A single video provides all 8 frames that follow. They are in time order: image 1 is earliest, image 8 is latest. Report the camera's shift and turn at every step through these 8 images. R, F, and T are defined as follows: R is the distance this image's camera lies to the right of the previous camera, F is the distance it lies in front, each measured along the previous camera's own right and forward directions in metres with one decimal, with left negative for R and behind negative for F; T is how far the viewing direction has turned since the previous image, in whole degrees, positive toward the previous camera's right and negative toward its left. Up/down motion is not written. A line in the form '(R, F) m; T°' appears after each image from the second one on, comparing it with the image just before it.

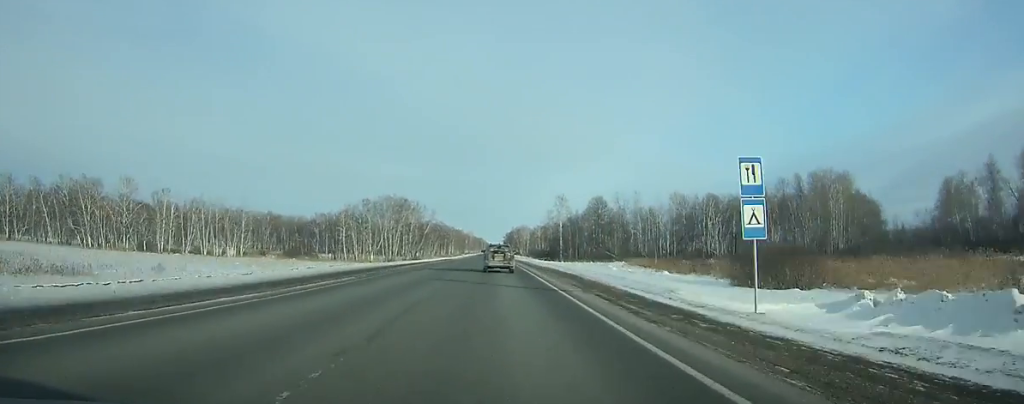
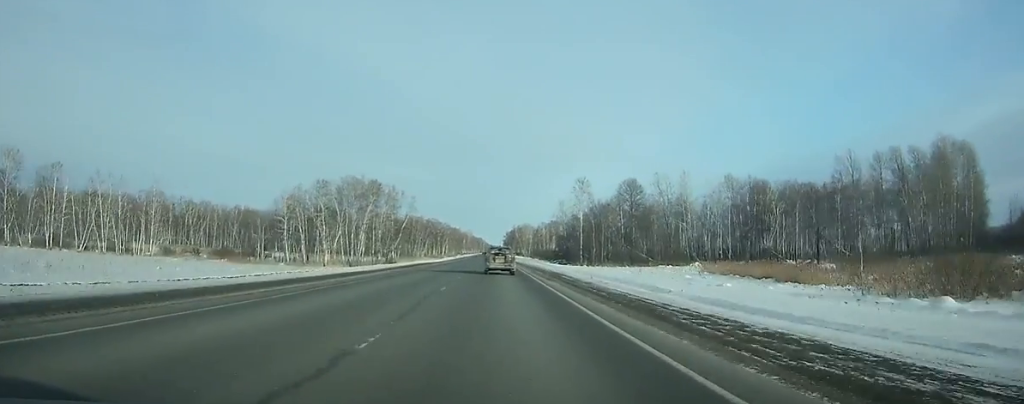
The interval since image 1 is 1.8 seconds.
(0.0, +44.1) m; 0°
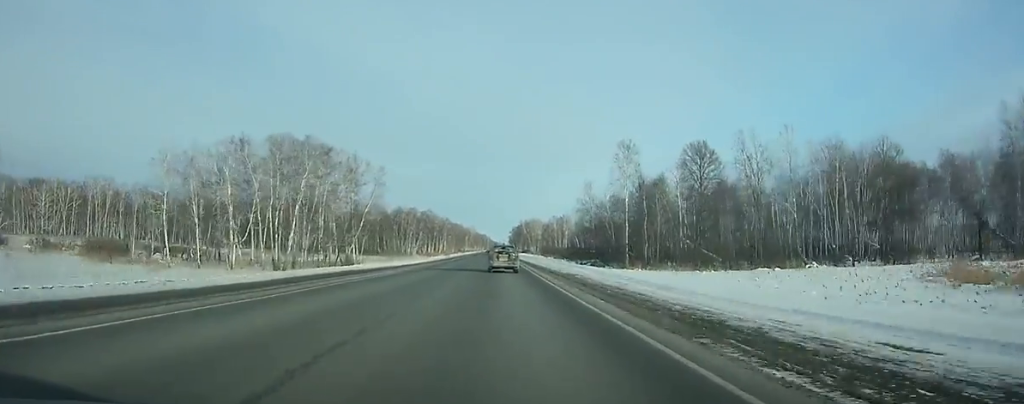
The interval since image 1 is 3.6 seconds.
(0.0, +44.2) m; 0°
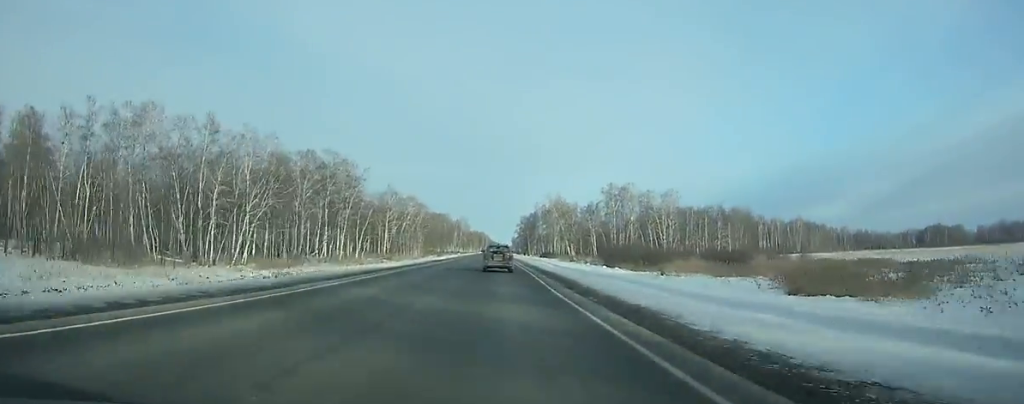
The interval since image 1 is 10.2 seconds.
(-0.4, +164.2) m; 0°
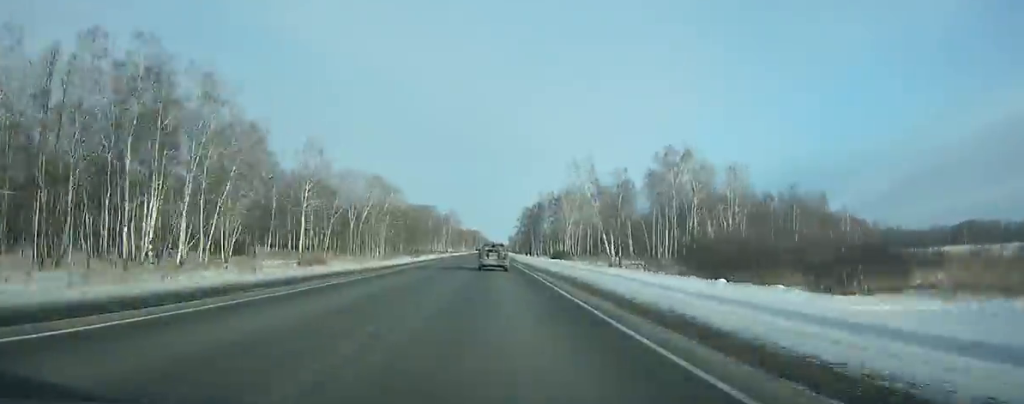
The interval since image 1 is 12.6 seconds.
(-0.1, +60.4) m; 0°
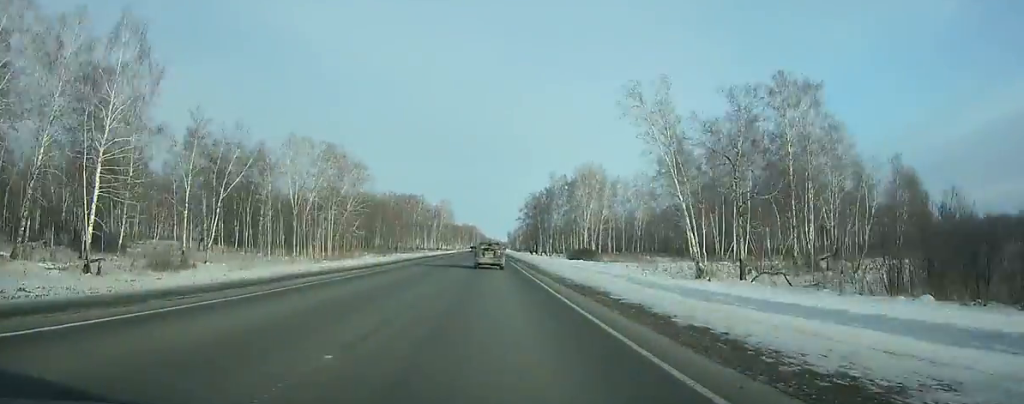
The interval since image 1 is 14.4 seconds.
(+0.3, +45.6) m; 0°
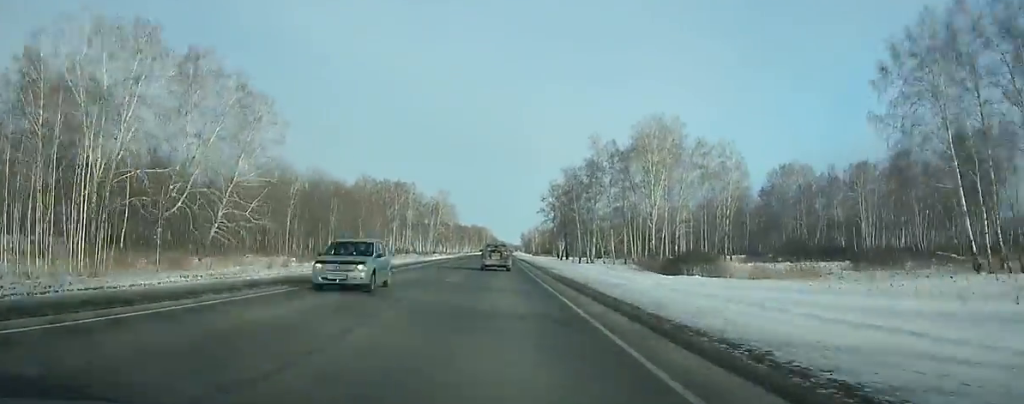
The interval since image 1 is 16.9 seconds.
(-0.2, +63.7) m; 0°
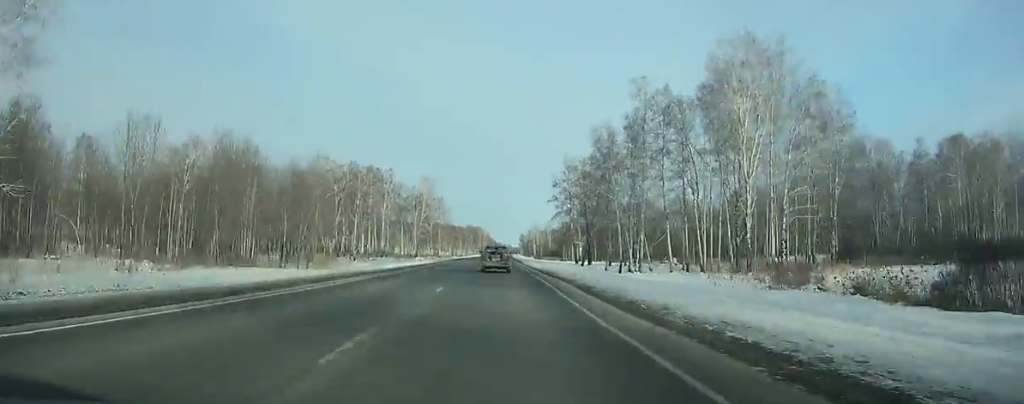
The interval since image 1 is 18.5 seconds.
(-0.1, +41.0) m; 0°
